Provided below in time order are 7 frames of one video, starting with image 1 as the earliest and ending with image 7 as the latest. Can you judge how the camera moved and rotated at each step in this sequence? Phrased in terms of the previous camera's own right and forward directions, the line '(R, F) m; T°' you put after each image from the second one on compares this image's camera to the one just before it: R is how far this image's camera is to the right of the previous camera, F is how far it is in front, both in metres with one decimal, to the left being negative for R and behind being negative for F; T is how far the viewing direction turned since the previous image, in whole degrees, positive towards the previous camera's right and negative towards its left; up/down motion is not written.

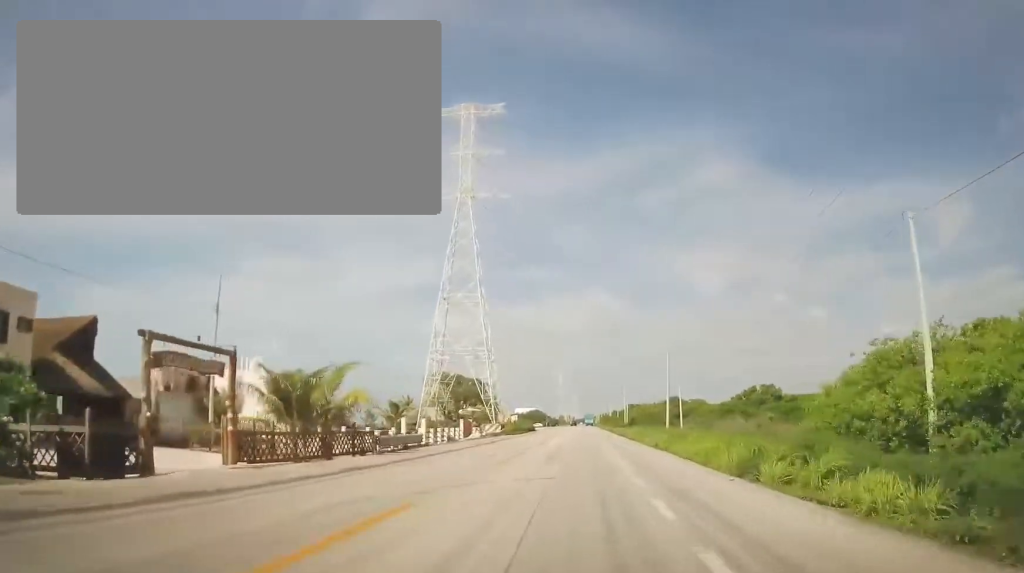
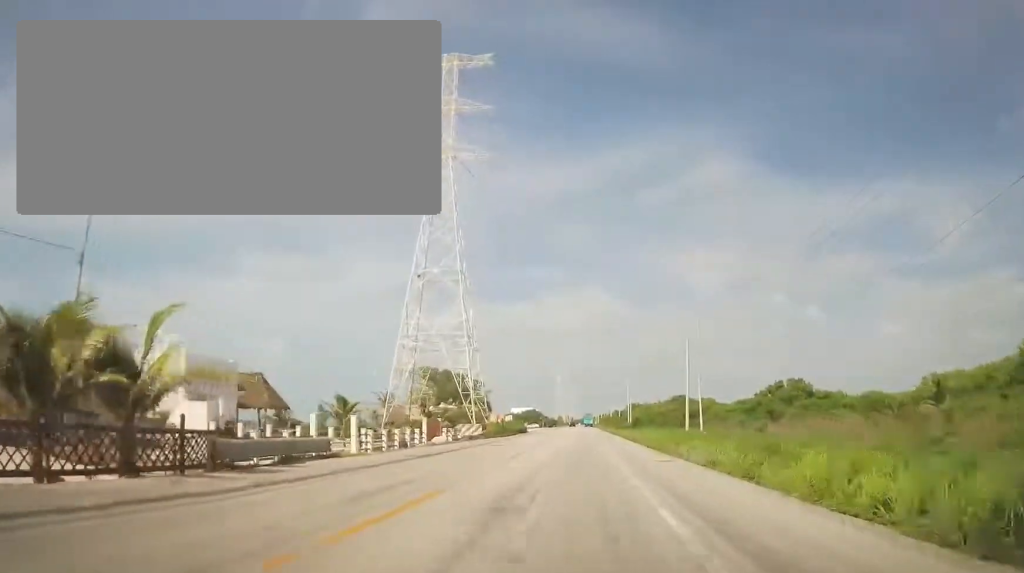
(-0.2, +13.3) m; +1°
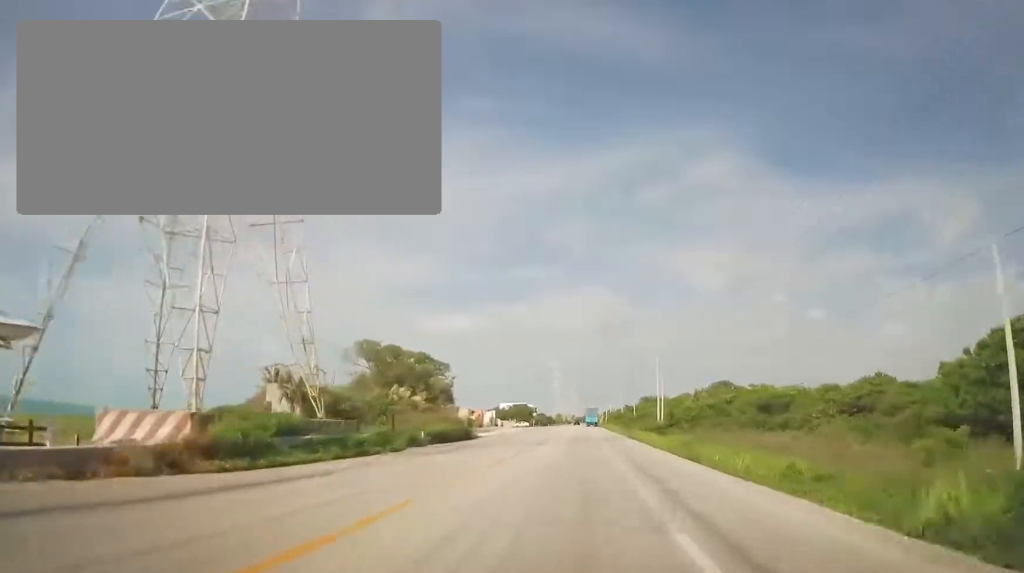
(+1.3, +47.2) m; +1°
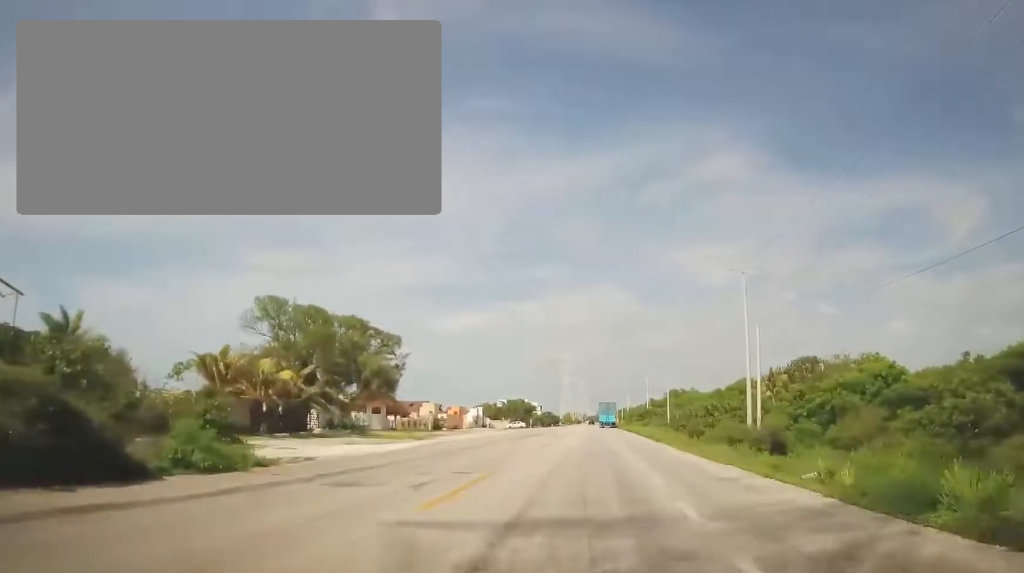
(-0.5, +38.5) m; -2°
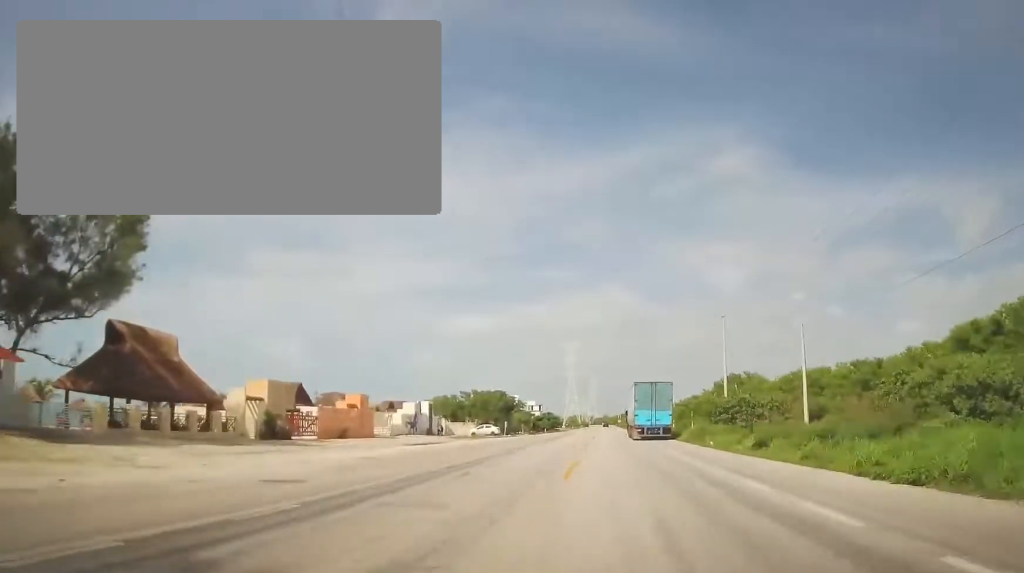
(-1.2, +54.4) m; -2°
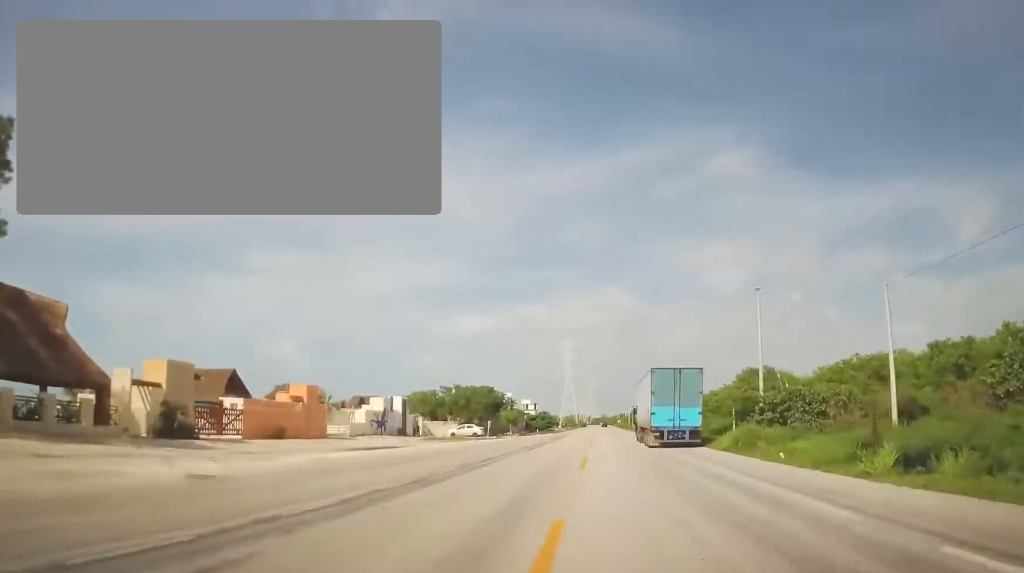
(0.0, +11.6) m; 0°
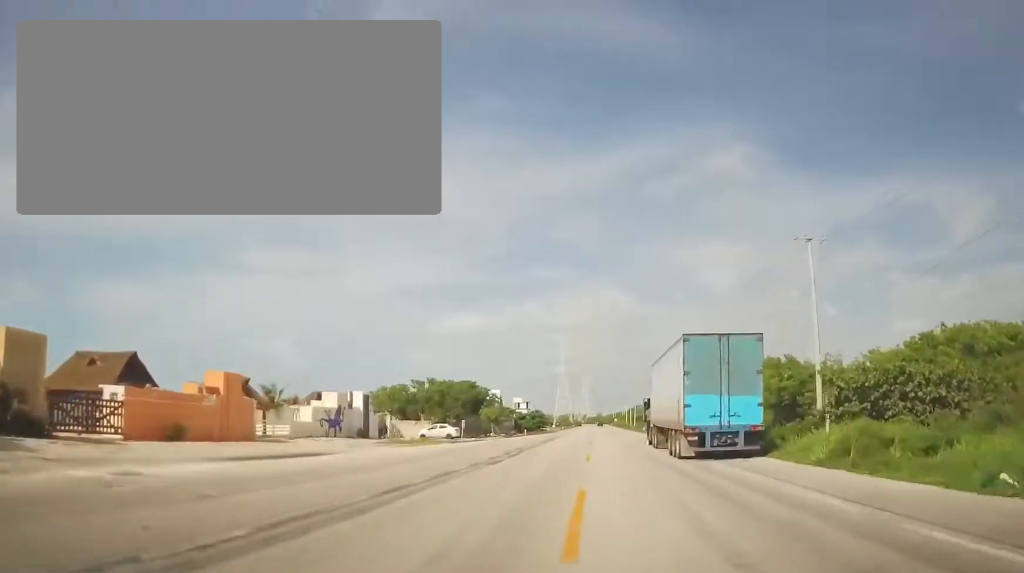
(0.0, +11.5) m; +1°
